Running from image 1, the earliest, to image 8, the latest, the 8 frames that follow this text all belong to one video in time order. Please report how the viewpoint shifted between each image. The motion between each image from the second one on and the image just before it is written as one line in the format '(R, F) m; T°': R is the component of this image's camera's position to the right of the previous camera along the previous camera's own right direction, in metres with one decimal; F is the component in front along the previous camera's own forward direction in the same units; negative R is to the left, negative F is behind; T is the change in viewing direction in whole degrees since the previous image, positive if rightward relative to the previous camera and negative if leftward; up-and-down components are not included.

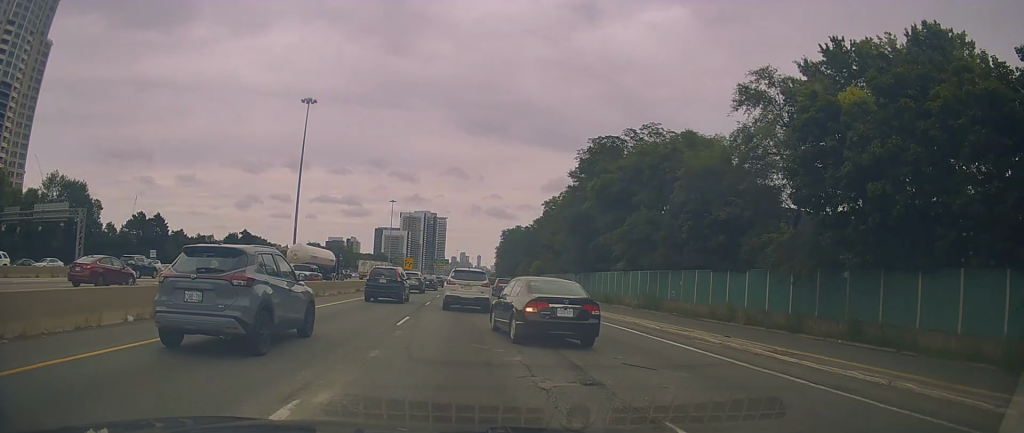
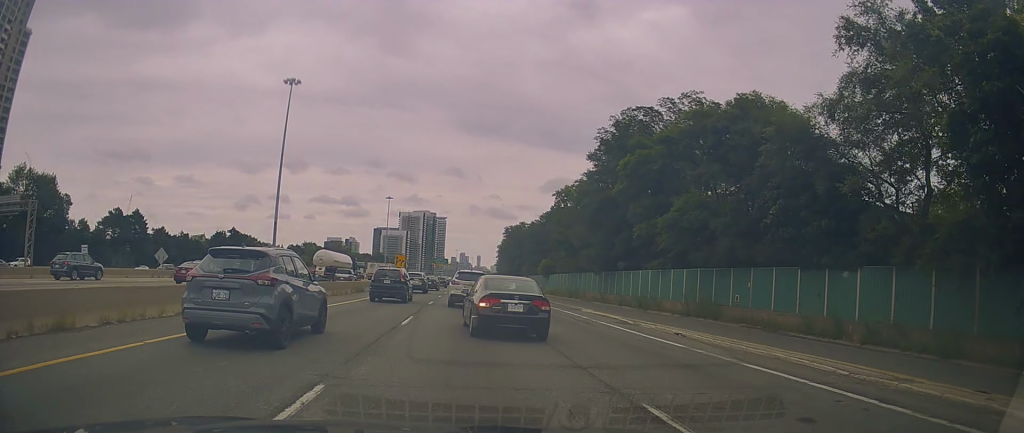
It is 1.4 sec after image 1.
(+0.6, +11.7) m; +1°
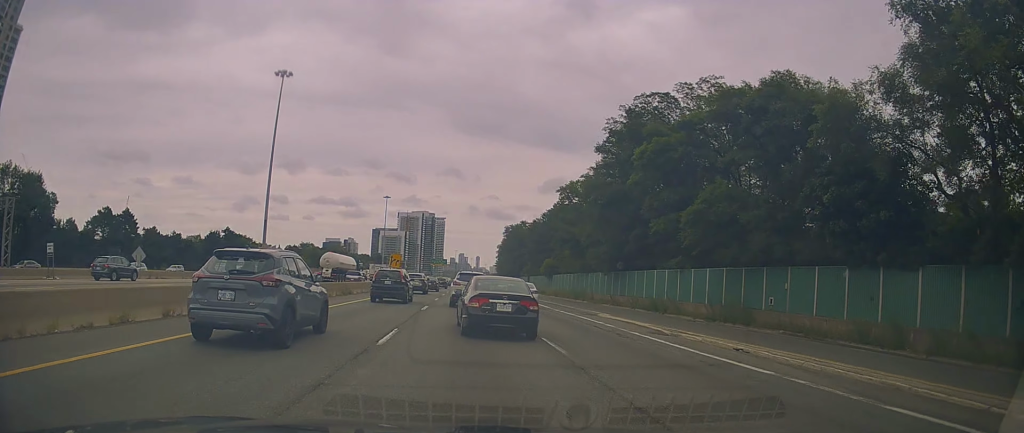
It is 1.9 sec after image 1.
(-0.3, +4.5) m; -1°
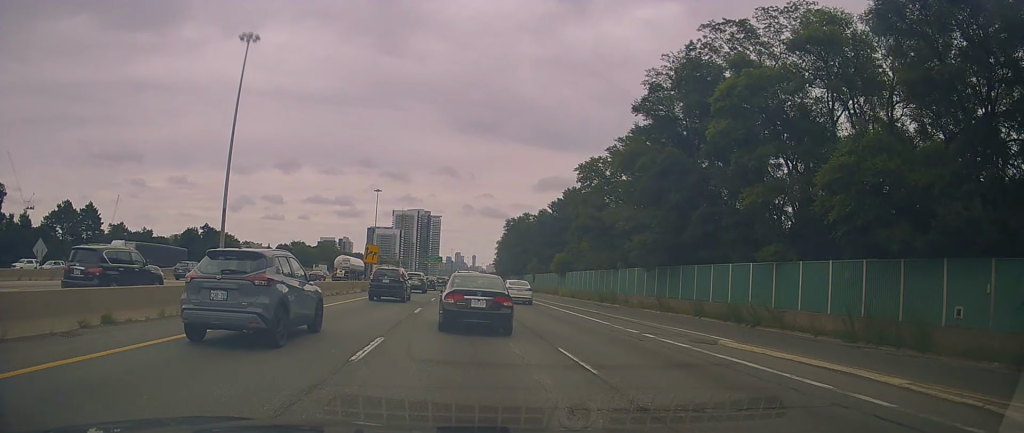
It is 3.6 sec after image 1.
(-0.3, +14.2) m; +2°
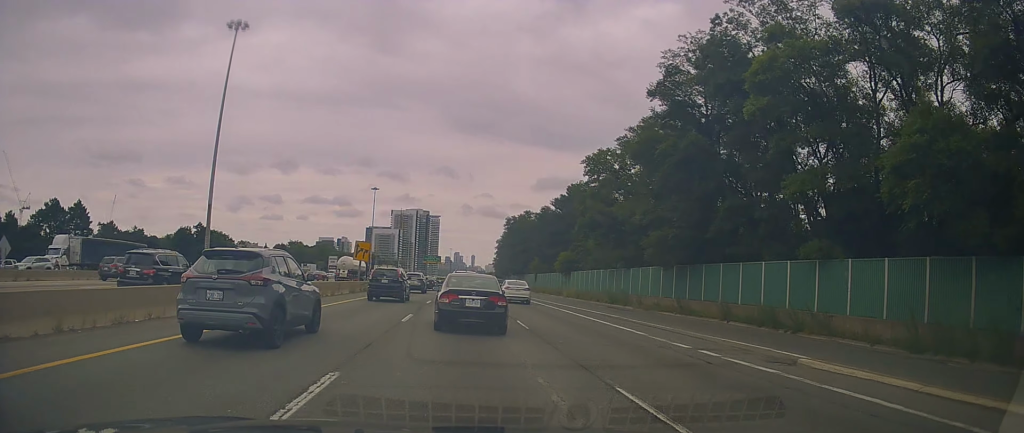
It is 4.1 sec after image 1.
(0.0, +4.1) m; 0°
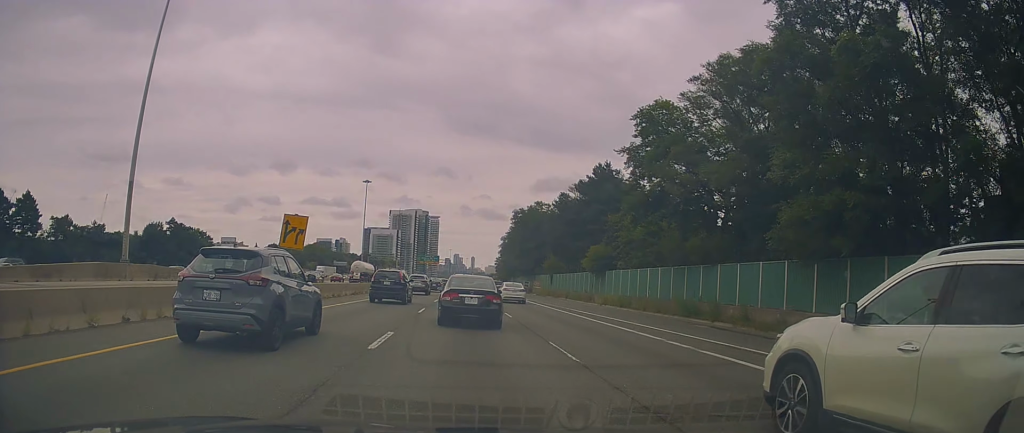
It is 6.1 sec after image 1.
(-0.7, +17.9) m; -3°
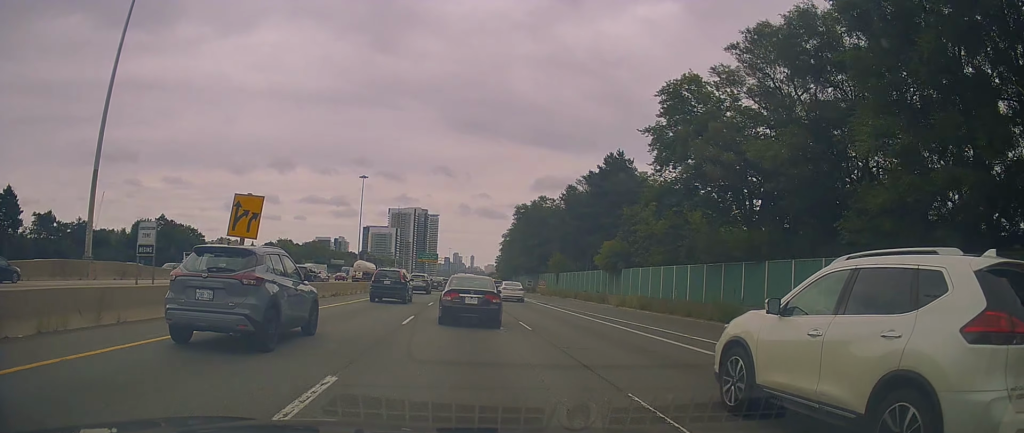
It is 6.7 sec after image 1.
(-0.1, +5.7) m; +1°
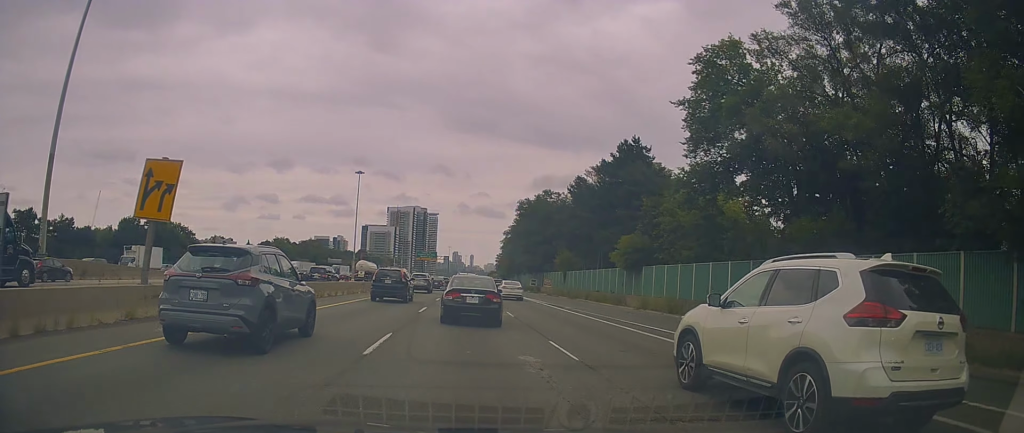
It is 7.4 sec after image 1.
(+0.4, +6.1) m; +2°
